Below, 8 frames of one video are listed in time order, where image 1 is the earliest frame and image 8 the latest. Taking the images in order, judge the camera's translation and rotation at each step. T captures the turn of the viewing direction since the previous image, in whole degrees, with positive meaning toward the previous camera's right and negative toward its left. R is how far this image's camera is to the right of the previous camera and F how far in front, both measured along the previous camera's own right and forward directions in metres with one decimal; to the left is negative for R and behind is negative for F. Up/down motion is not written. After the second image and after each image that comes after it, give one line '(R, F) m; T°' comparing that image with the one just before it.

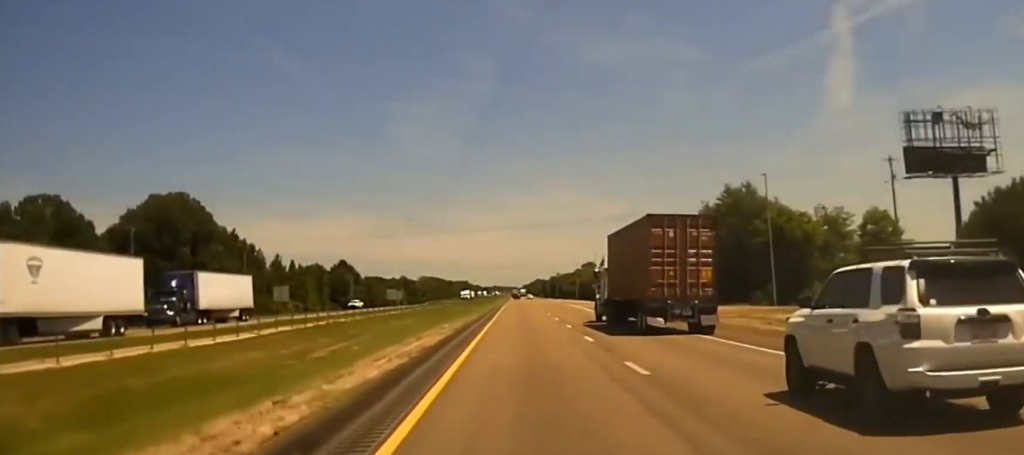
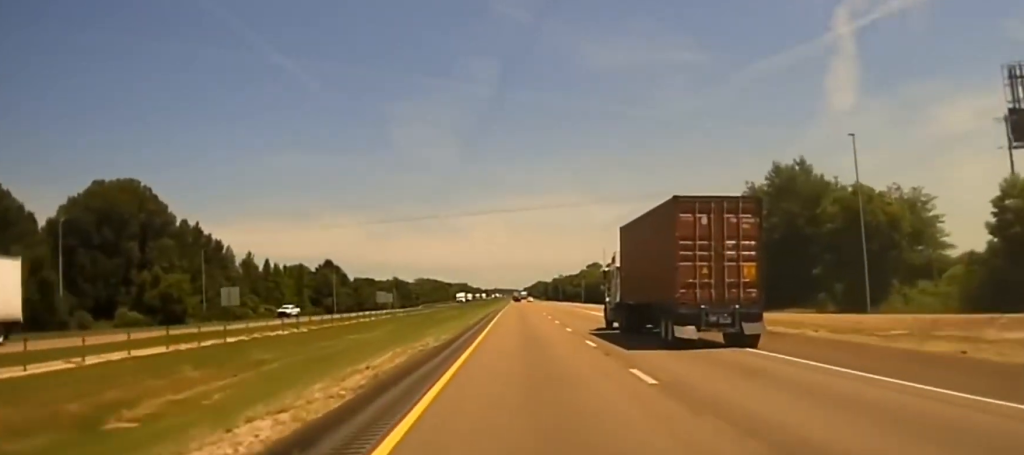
(0.0, +21.4) m; 0°
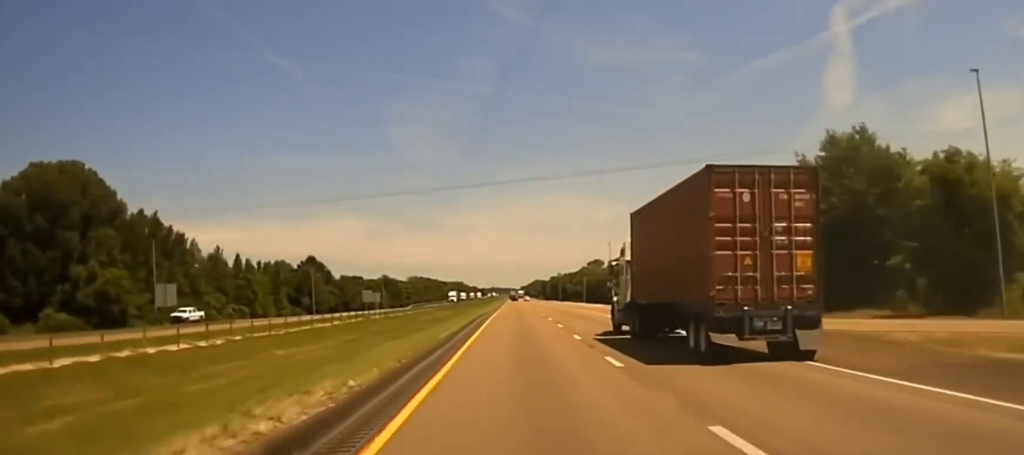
(0.0, +18.0) m; 0°
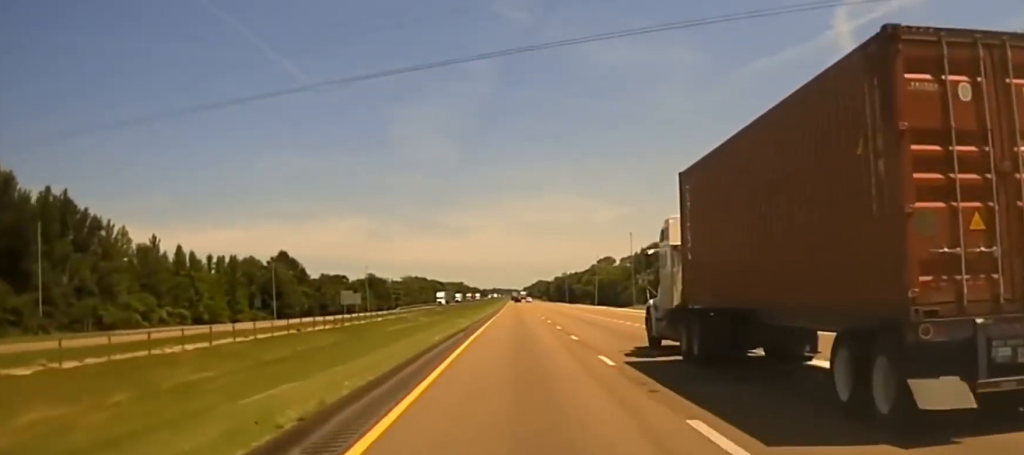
(+0.1, +33.9) m; 0°
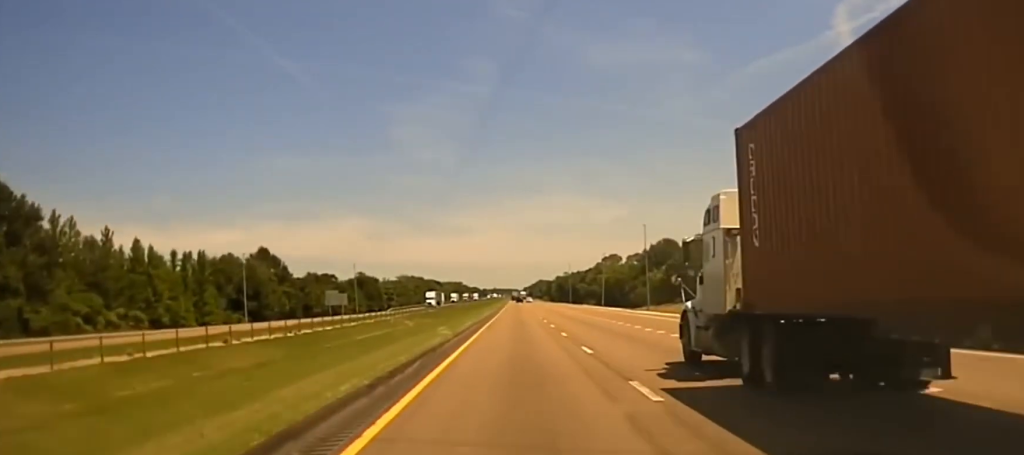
(0.0, +20.0) m; 0°
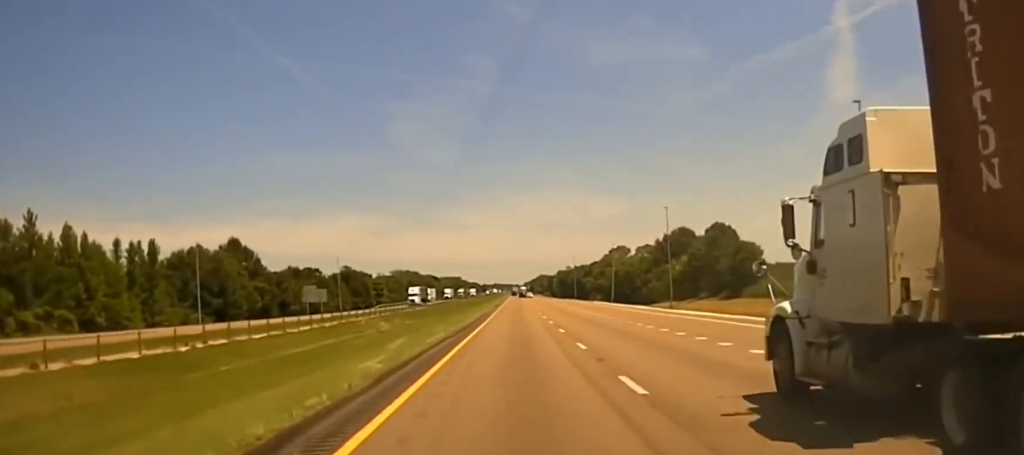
(0.0, +26.9) m; 0°
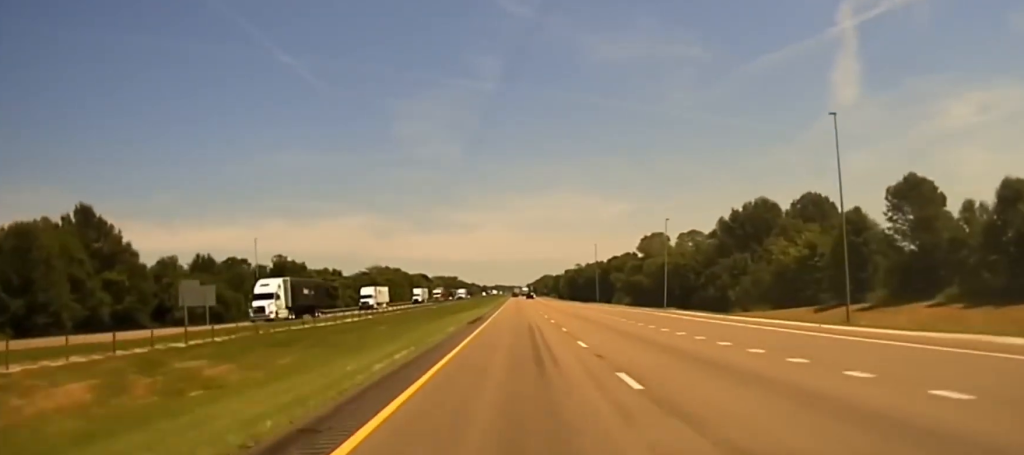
(0.0, +82.2) m; -1°
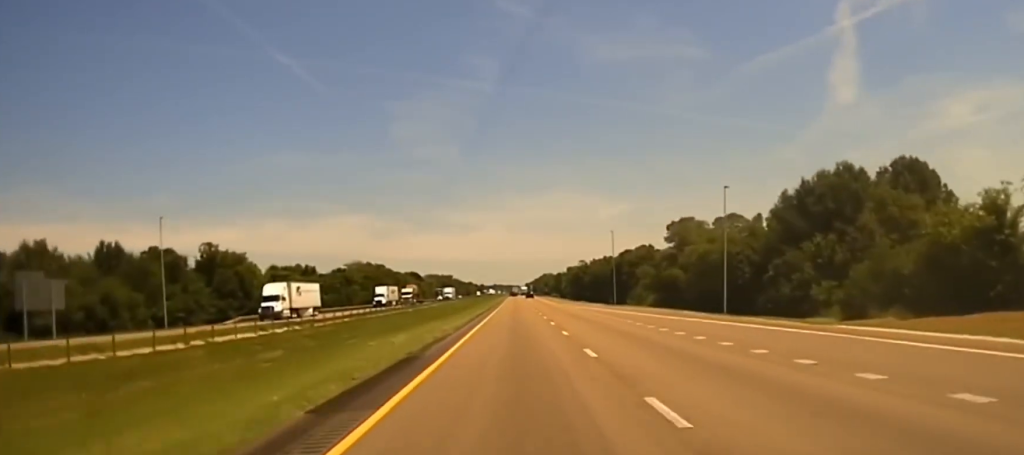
(-0.3, +42.5) m; 0°
